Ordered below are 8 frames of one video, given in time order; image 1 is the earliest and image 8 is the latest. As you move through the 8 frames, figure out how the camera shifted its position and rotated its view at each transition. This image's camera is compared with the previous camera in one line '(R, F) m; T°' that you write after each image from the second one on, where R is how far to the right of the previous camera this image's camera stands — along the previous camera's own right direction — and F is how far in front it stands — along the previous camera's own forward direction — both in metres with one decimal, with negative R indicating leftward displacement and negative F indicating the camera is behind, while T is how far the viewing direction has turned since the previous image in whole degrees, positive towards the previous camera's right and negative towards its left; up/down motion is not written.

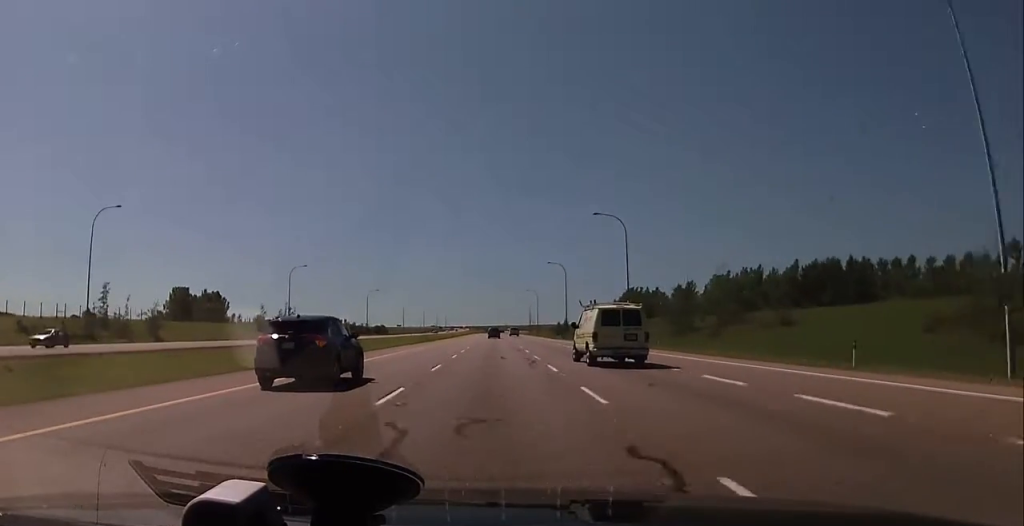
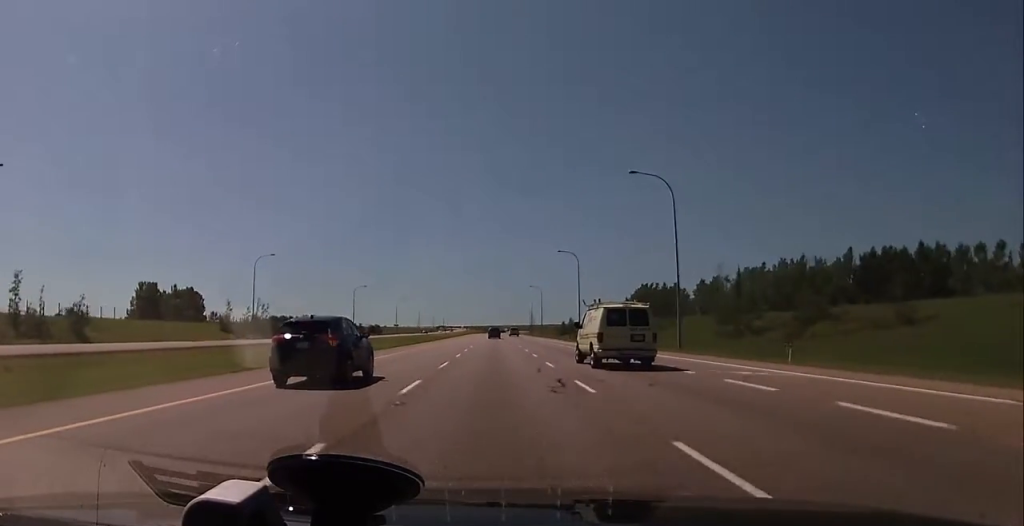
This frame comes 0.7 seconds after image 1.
(-0.4, +25.3) m; -1°
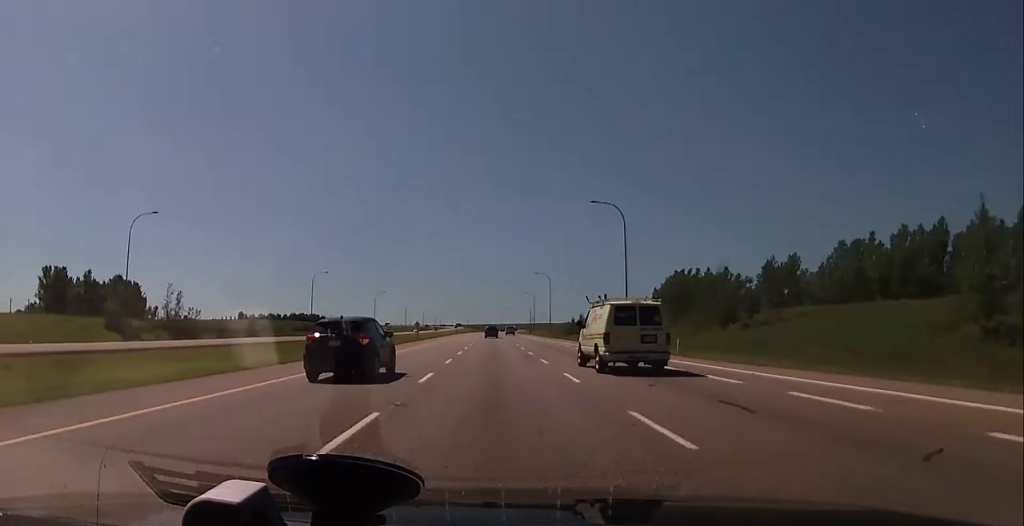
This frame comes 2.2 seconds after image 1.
(-0.1, +51.7) m; 0°
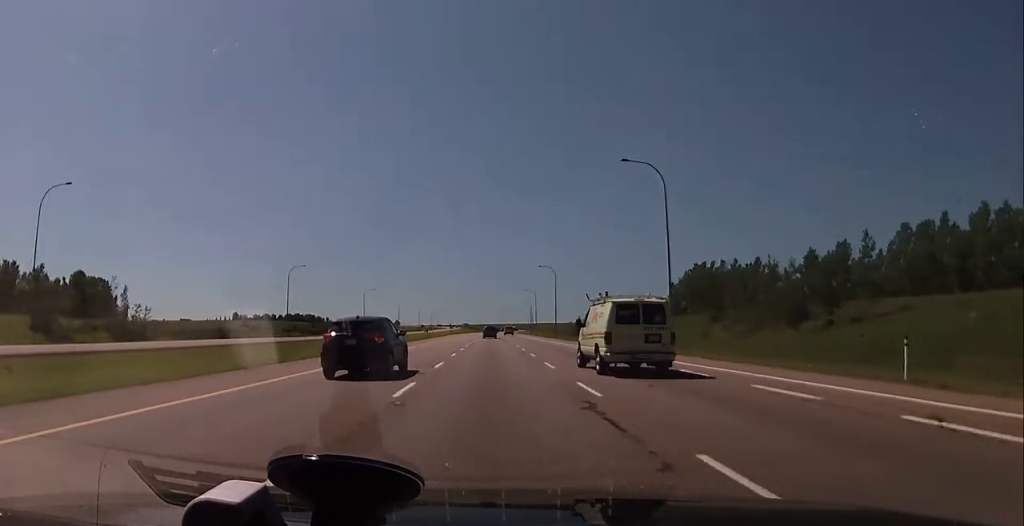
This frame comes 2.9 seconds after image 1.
(0.0, +21.7) m; 0°
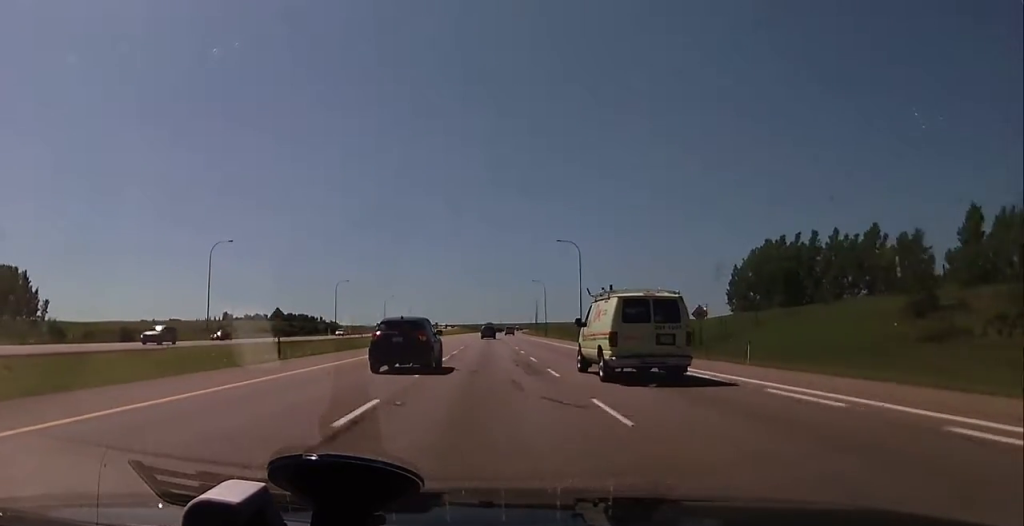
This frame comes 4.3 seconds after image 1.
(+0.3, +48.8) m; 0°
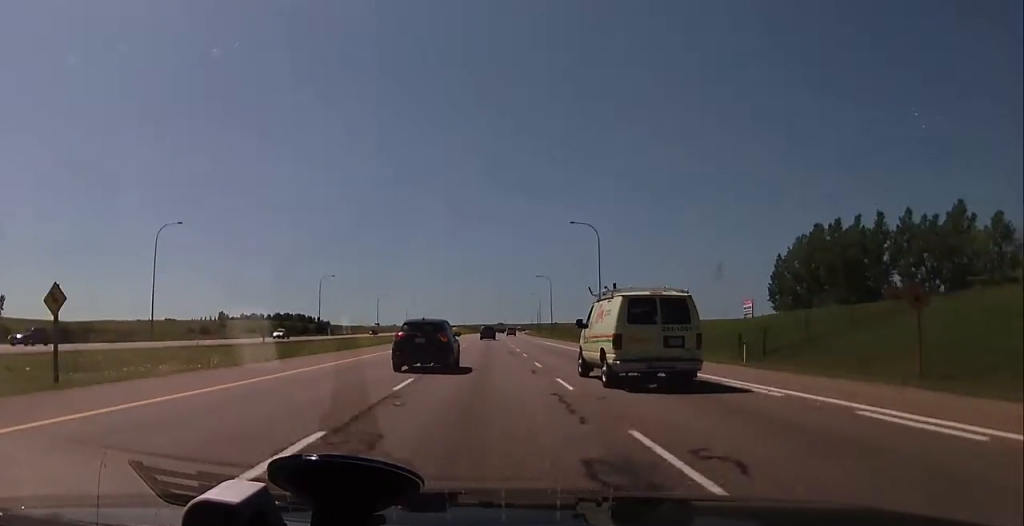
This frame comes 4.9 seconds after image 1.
(0.0, +21.6) m; 0°
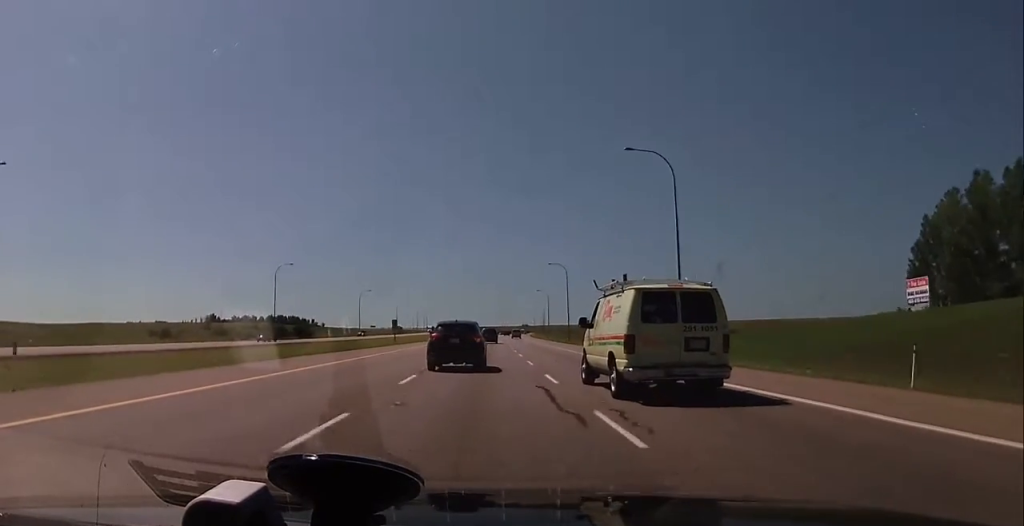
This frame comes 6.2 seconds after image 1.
(+0.1, +42.1) m; 0°
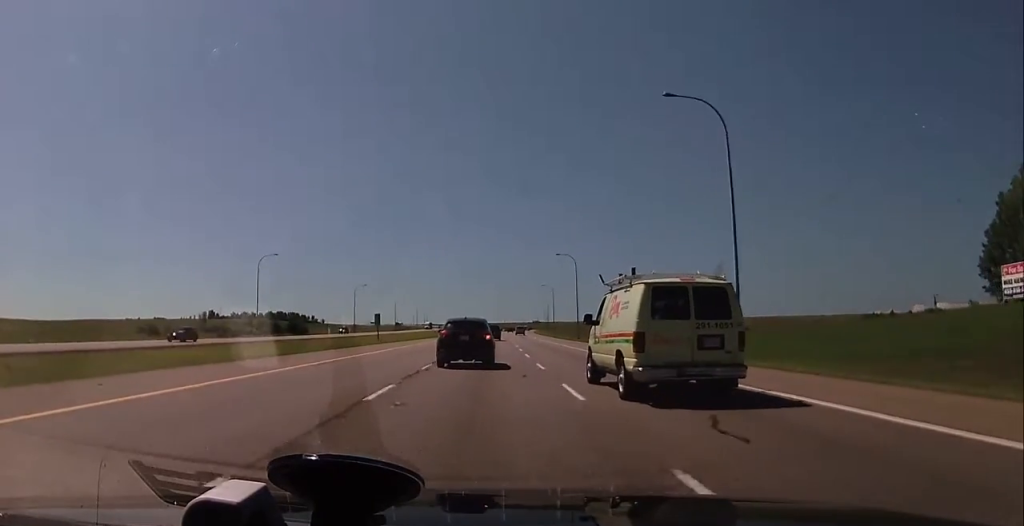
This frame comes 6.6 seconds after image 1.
(0.0, +13.6) m; 0°
